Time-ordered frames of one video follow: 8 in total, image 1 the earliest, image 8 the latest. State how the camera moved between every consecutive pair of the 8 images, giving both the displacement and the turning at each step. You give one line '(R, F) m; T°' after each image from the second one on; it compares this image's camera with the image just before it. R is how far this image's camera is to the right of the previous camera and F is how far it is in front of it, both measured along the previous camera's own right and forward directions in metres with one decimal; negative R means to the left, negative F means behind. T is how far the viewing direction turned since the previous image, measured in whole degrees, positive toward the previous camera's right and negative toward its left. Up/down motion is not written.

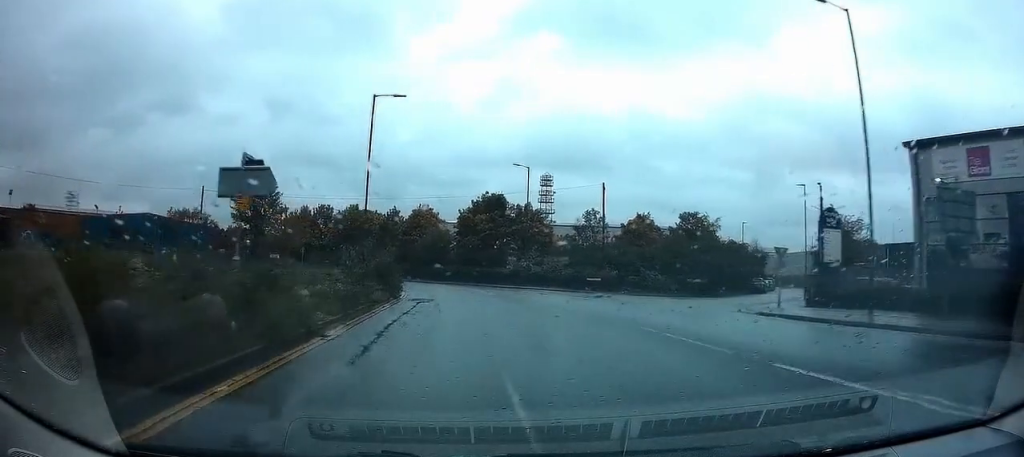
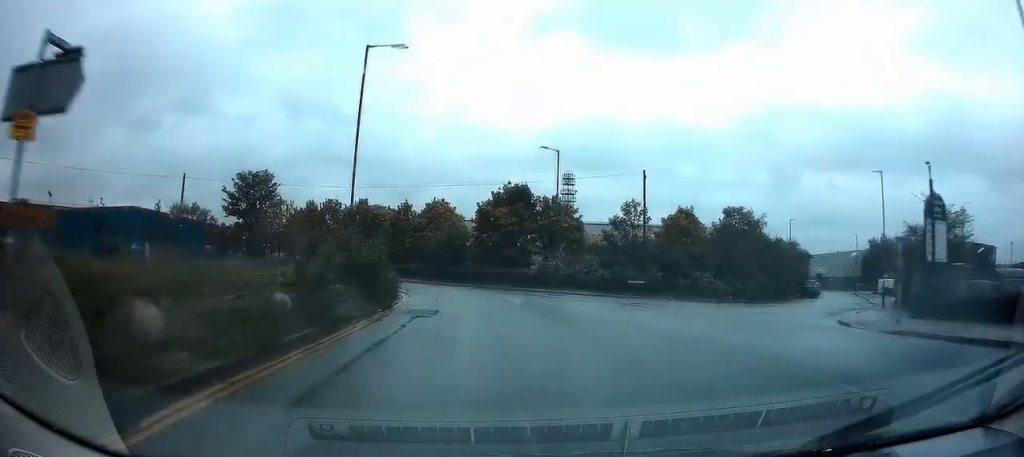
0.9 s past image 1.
(-0.4, +7.2) m; -3°
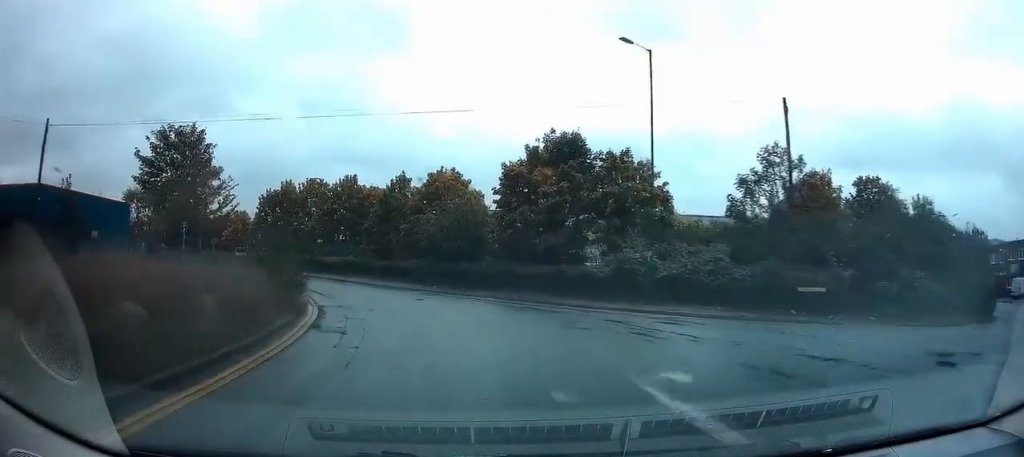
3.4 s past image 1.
(-0.6, +20.7) m; -7°
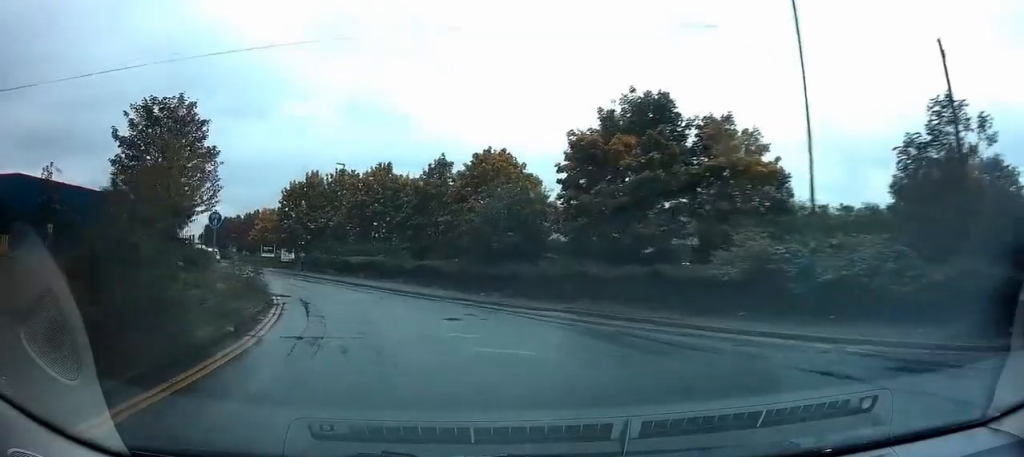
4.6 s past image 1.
(-0.6, +9.1) m; -5°
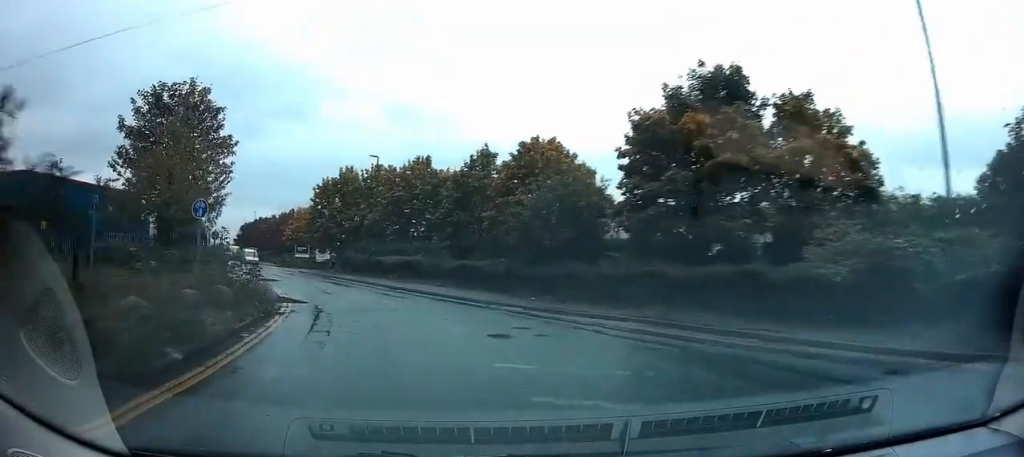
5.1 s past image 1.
(-0.1, +3.8) m; -2°
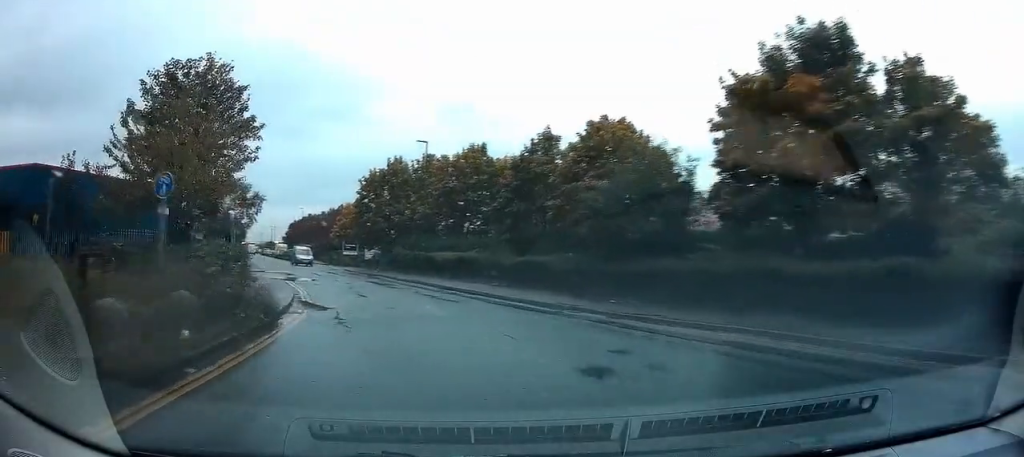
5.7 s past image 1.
(+0.1, +4.3) m; -2°
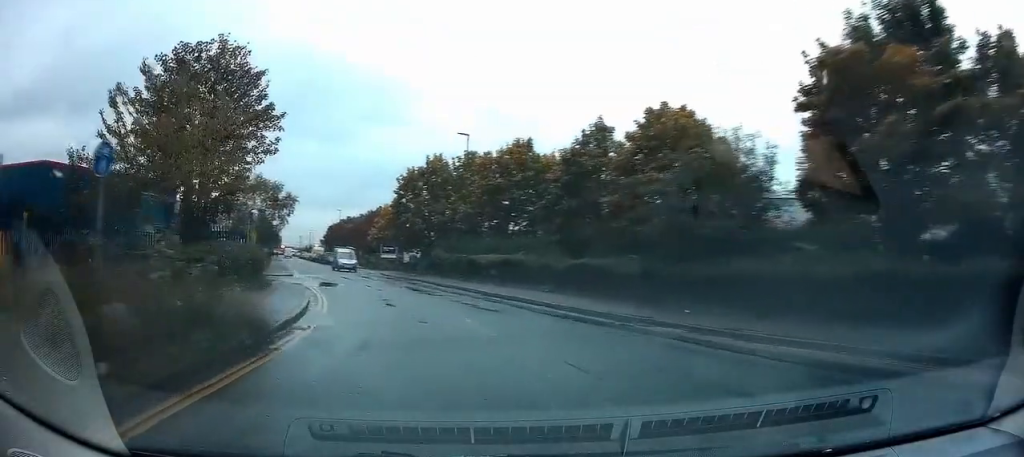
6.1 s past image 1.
(-0.1, +3.2) m; -3°
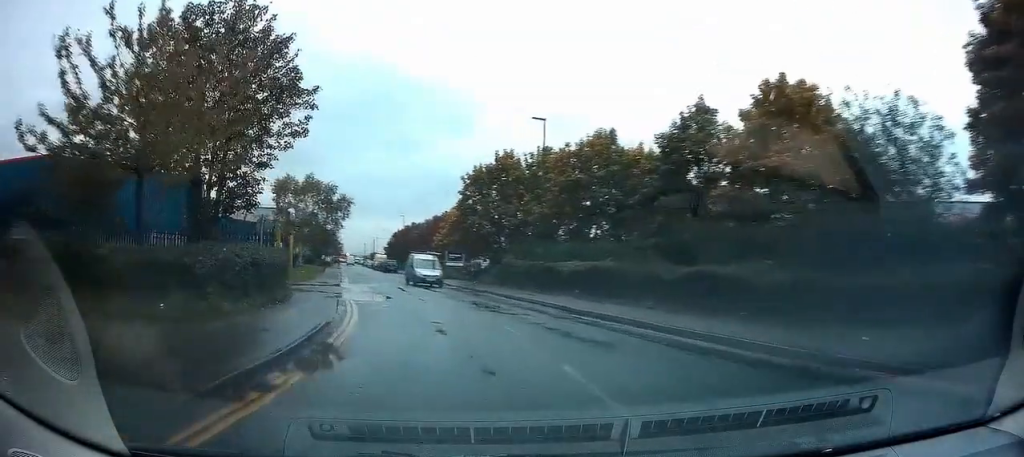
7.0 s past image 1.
(-0.4, +5.6) m; -8°
